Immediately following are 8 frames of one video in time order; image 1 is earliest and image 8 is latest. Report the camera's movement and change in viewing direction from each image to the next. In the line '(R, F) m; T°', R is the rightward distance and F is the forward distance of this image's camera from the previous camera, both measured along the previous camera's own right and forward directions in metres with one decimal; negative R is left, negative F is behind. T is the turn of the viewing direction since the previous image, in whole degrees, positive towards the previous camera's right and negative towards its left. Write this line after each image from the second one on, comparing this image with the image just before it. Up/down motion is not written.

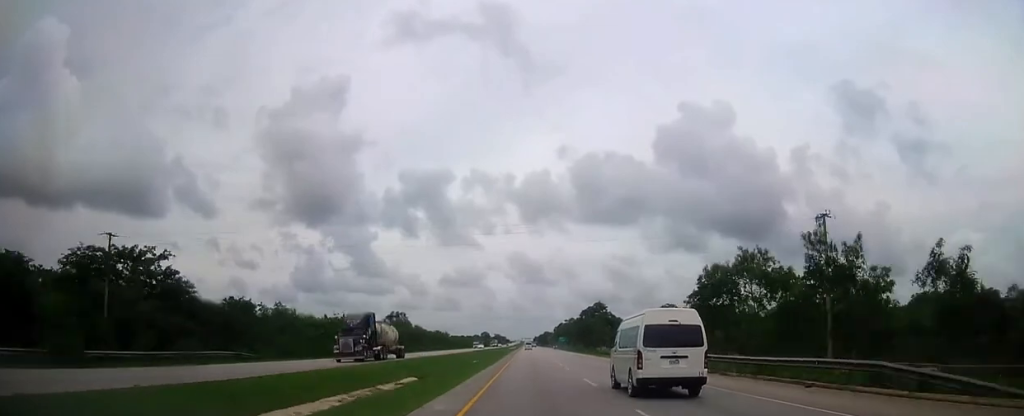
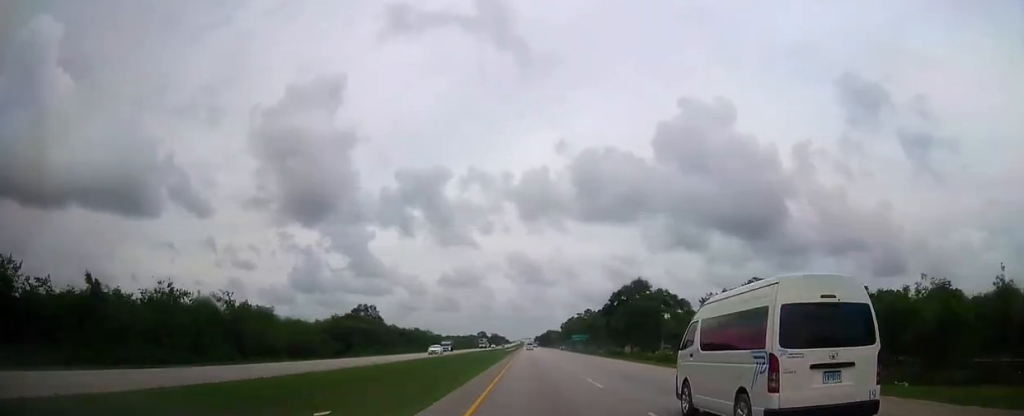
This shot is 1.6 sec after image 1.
(+0.1, +49.5) m; 0°
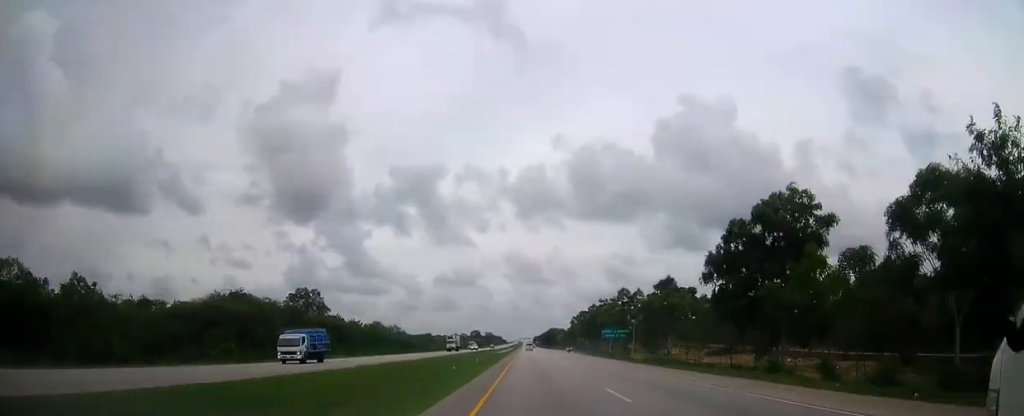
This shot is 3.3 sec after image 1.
(0.0, +52.4) m; 0°
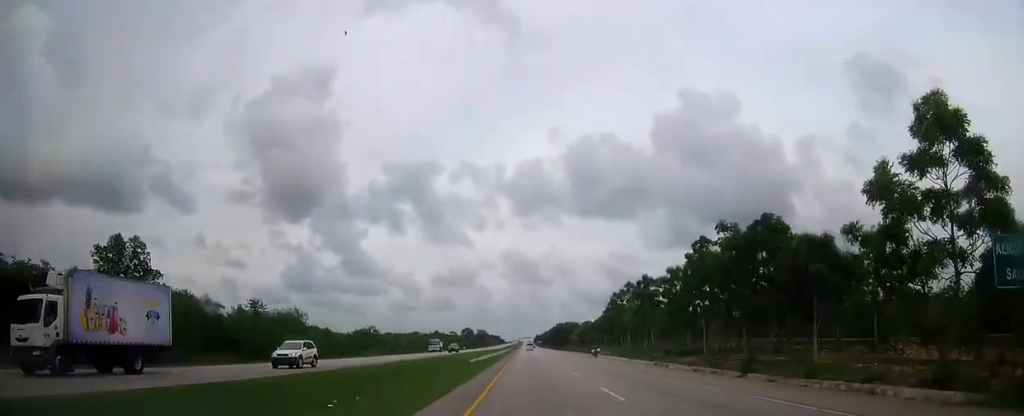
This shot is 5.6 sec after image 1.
(0.0, +71.4) m; 0°
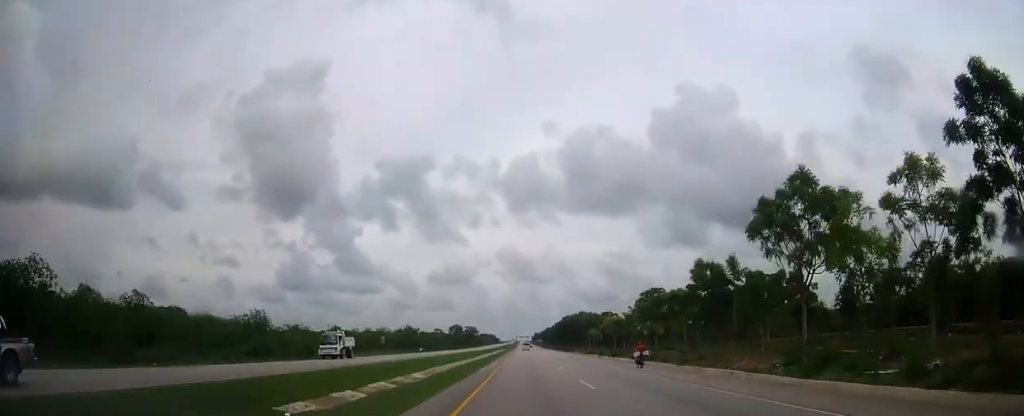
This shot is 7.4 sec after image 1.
(0.0, +56.6) m; 0°
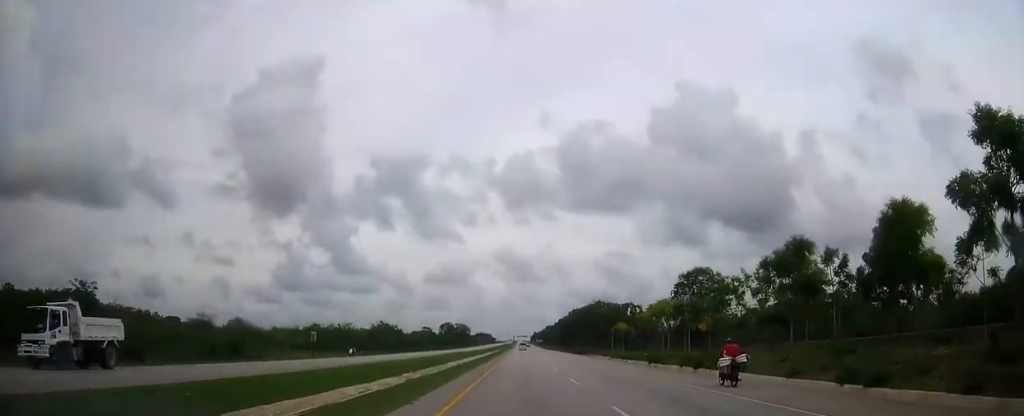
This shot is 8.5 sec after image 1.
(+0.1, +34.4) m; 0°
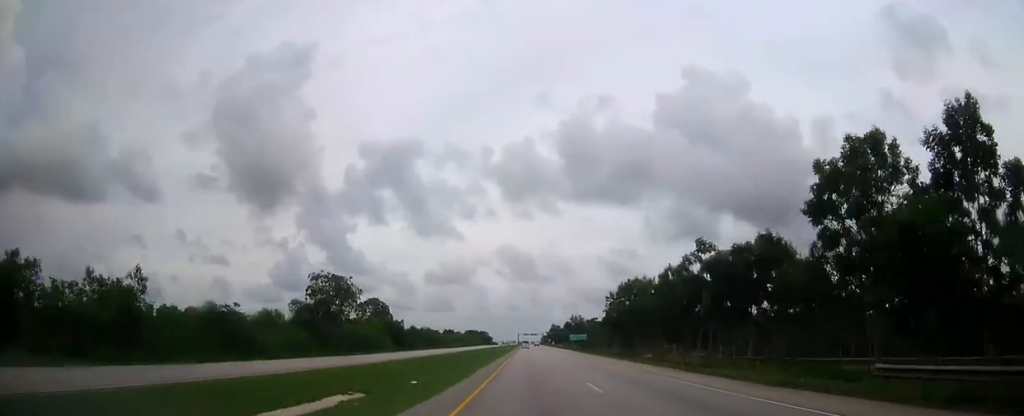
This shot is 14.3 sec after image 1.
(-0.6, +183.3) m; 0°
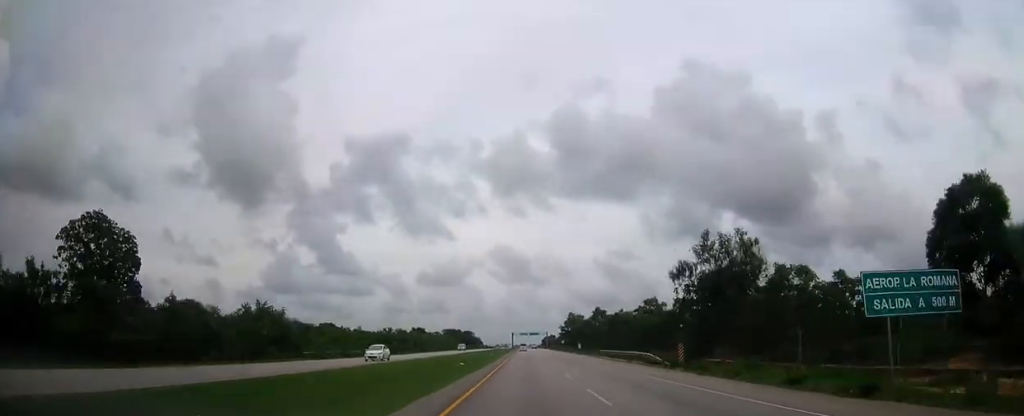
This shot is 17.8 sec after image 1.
(+0.2, +111.6) m; 0°
